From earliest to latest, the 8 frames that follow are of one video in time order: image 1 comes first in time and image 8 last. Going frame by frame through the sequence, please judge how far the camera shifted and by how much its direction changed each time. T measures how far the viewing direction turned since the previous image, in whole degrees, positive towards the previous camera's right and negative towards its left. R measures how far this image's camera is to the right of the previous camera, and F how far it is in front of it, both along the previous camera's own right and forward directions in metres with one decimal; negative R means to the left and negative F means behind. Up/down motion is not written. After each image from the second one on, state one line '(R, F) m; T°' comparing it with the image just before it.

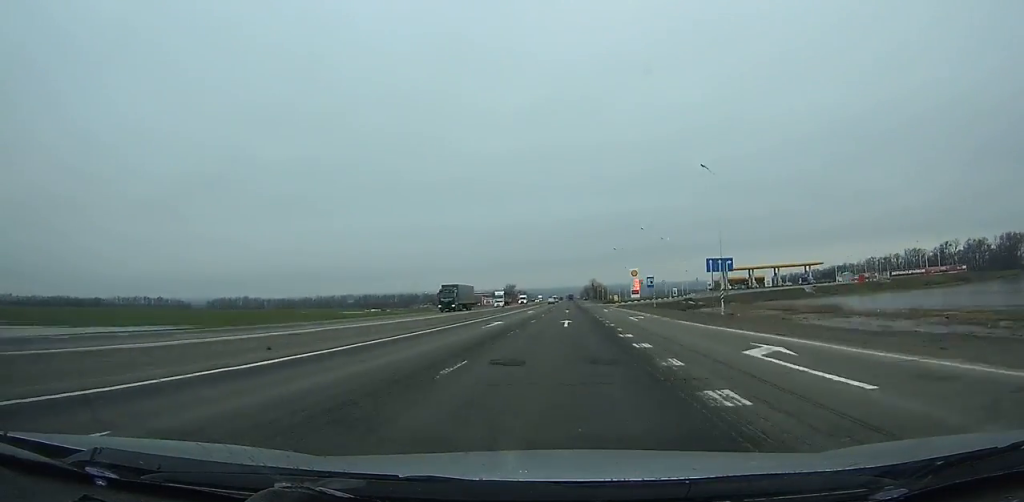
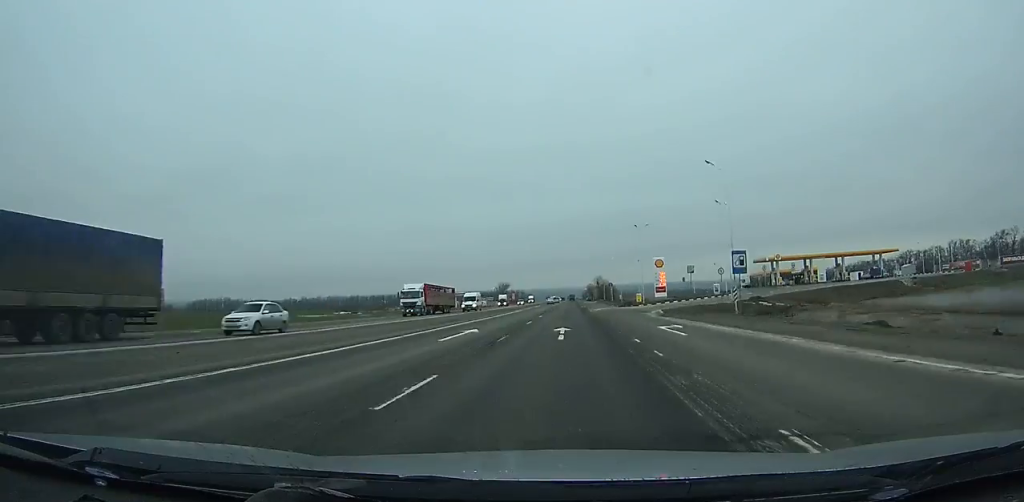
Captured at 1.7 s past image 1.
(0.0, +38.2) m; 0°
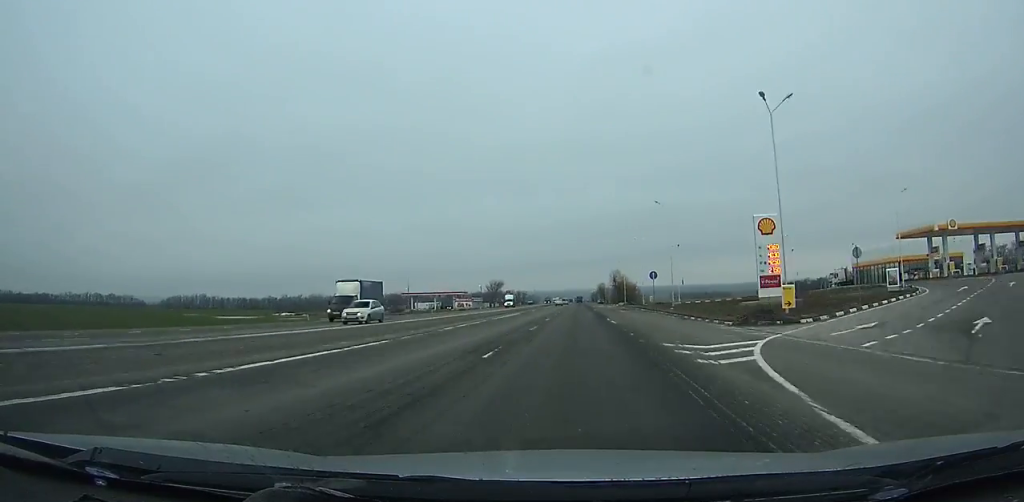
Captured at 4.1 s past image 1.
(-0.2, +53.7) m; 0°
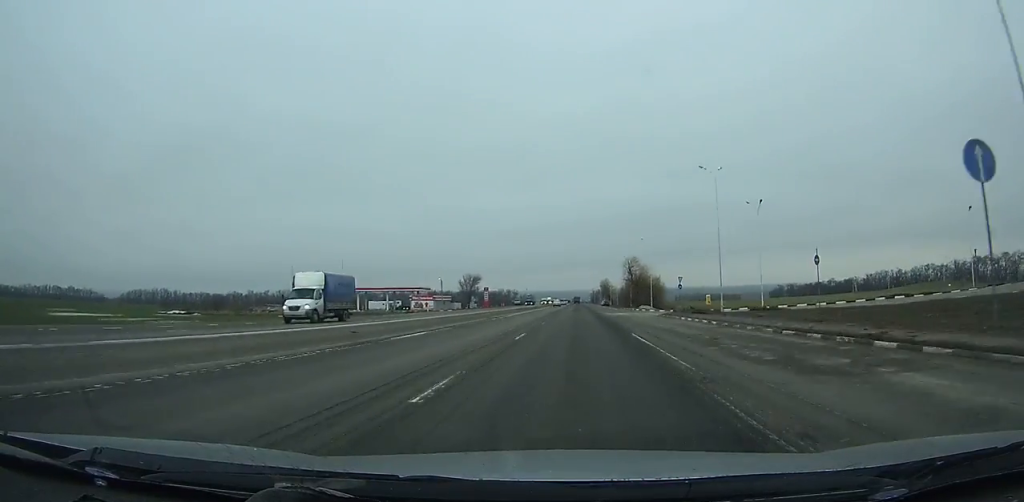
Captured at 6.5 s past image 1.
(+0.3, +53.5) m; 0°
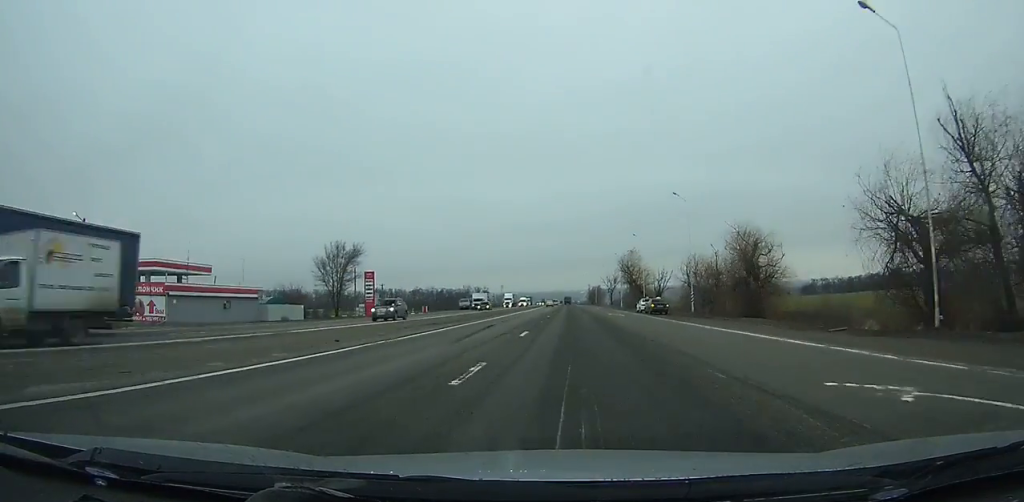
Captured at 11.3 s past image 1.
(+0.2, +106.4) m; 0°
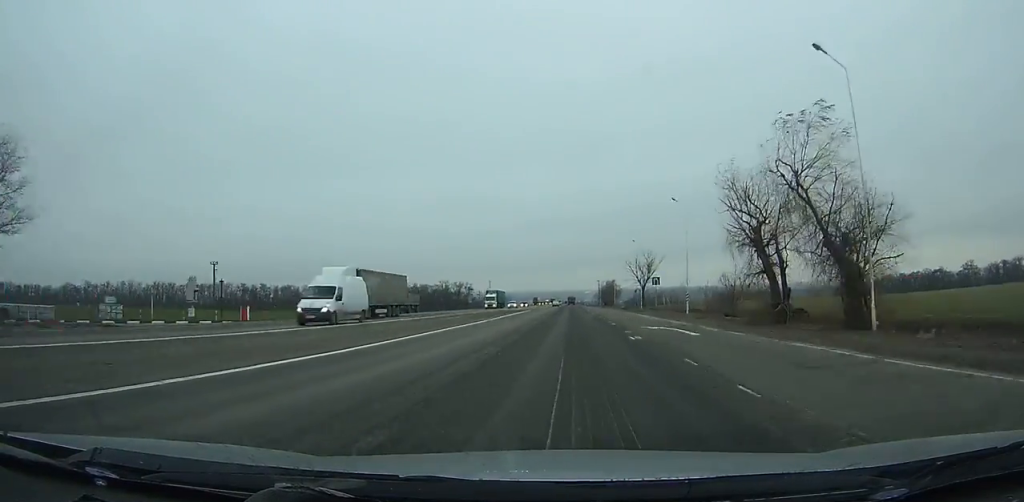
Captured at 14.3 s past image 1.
(-0.2, +66.0) m; 0°
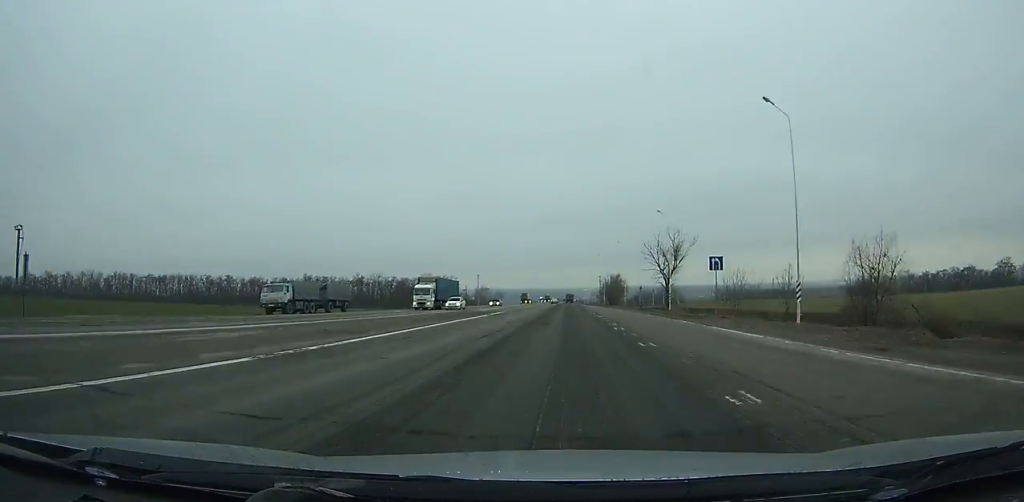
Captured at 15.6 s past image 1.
(-0.1, +28.4) m; 0°
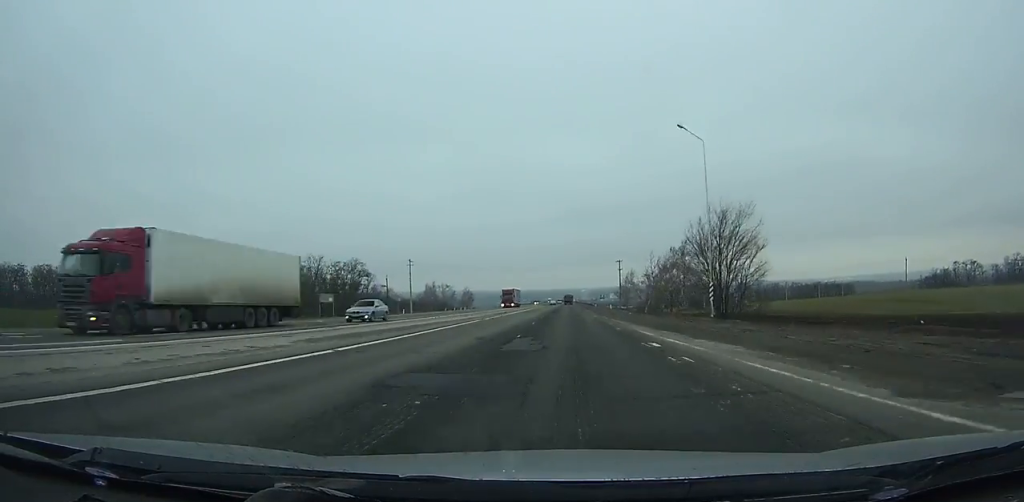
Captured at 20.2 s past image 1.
(+0.4, +98.9) m; 0°
